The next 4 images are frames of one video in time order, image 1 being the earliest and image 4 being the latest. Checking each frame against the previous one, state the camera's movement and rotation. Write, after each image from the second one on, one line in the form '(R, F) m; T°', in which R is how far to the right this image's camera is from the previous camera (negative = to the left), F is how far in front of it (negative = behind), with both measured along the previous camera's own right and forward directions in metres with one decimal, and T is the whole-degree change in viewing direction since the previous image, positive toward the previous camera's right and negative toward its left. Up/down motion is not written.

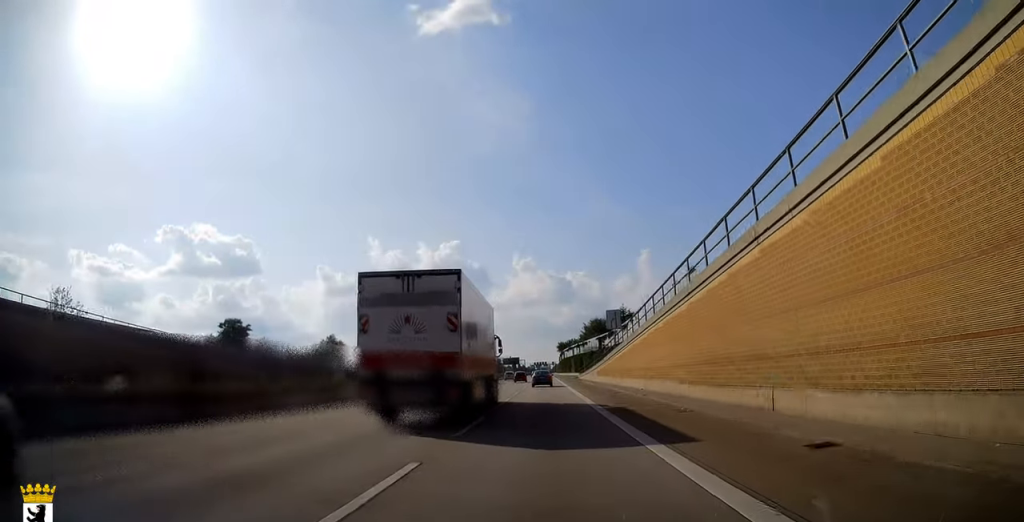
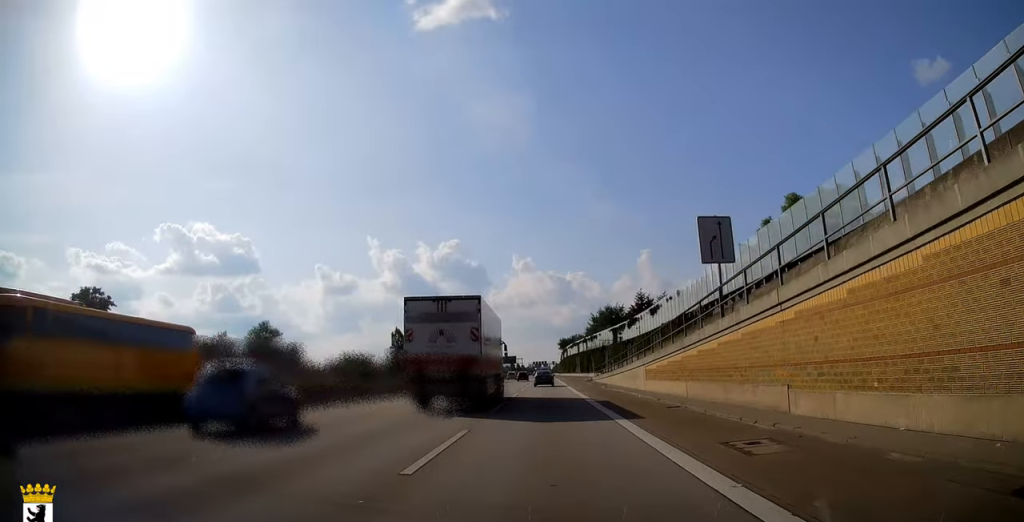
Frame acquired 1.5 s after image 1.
(+0.1, +31.0) m; +1°
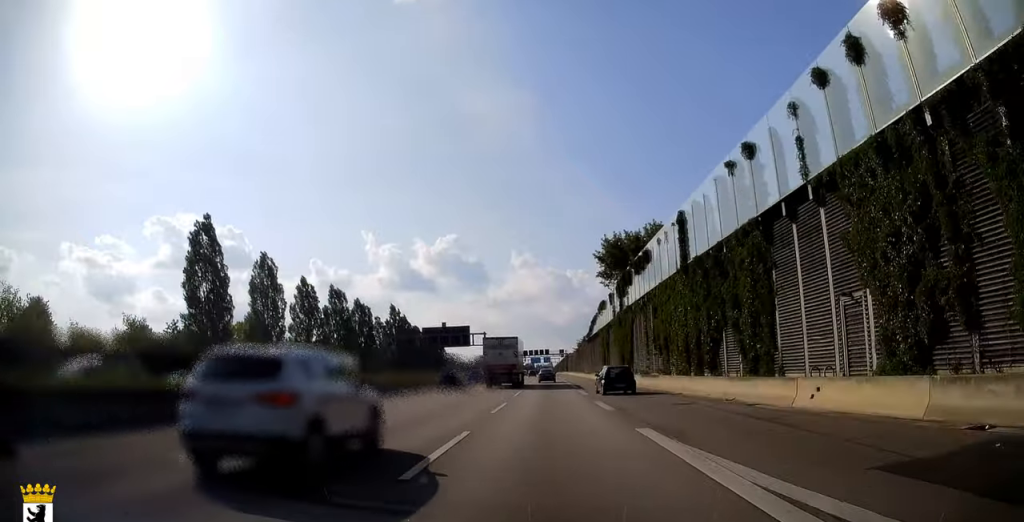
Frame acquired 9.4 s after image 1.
(-1.6, +167.7) m; -1°
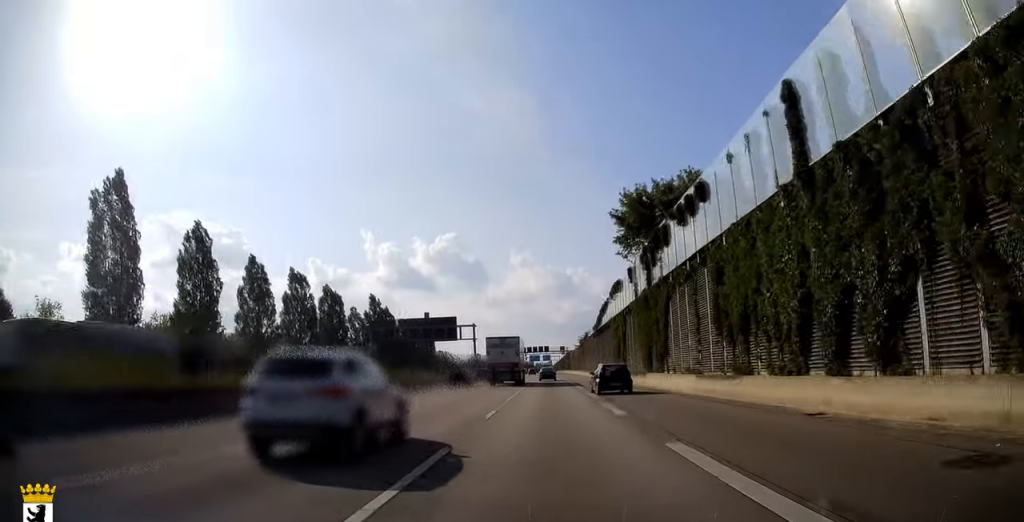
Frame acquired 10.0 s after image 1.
(+0.1, +14.7) m; 0°
